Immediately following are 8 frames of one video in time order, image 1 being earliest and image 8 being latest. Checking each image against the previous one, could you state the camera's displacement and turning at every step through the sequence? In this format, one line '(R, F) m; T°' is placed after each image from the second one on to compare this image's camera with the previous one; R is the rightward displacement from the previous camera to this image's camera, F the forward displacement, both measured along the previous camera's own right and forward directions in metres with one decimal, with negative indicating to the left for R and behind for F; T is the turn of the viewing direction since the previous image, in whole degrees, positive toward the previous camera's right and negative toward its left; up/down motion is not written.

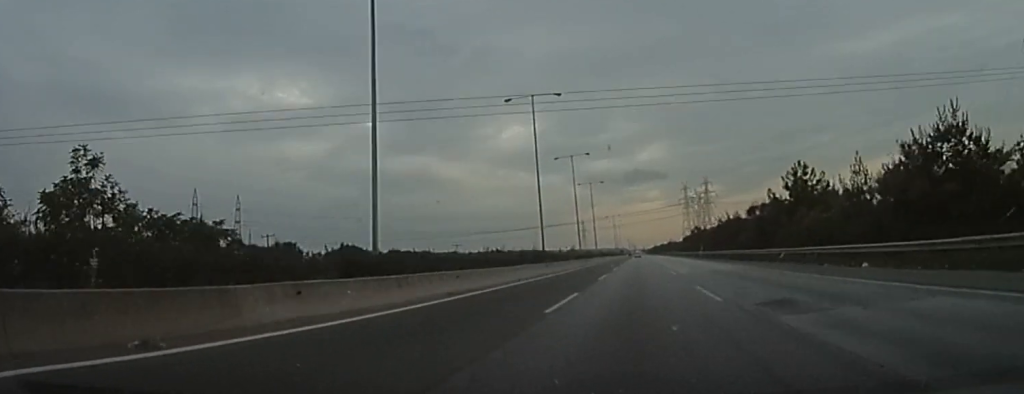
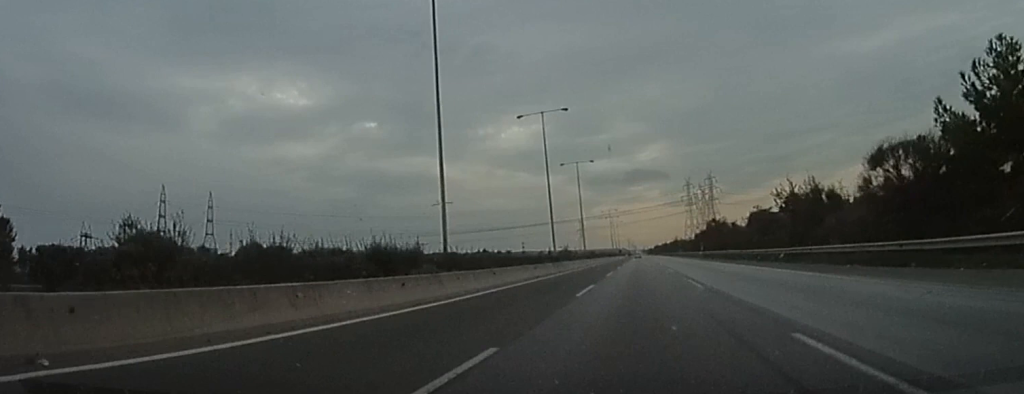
(-0.2, +32.3) m; 0°
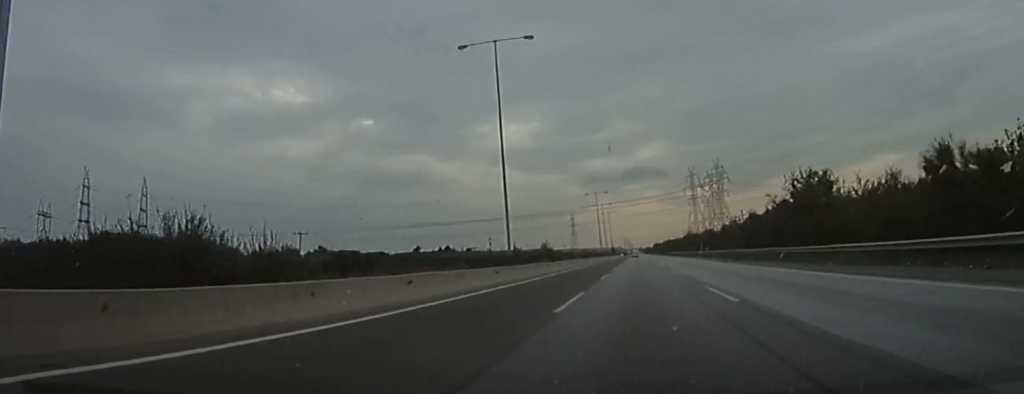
(-0.6, +61.4) m; 0°
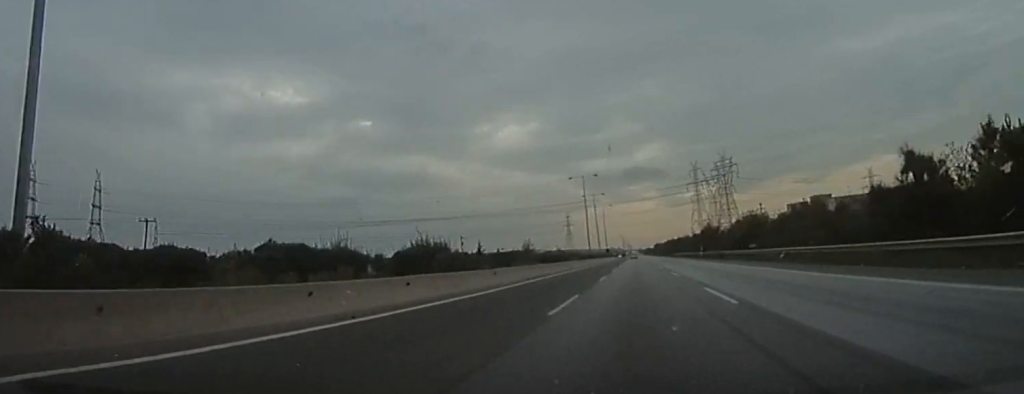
(+0.2, +39.5) m; 0°
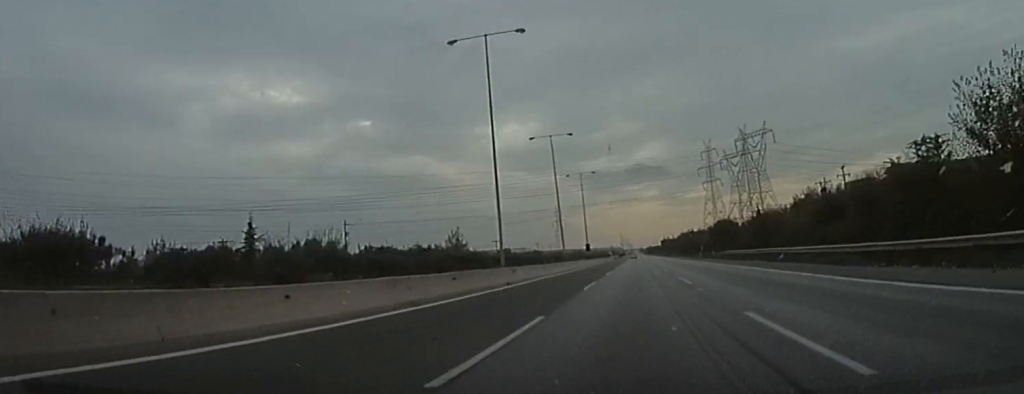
(+0.6, +84.2) m; 0°
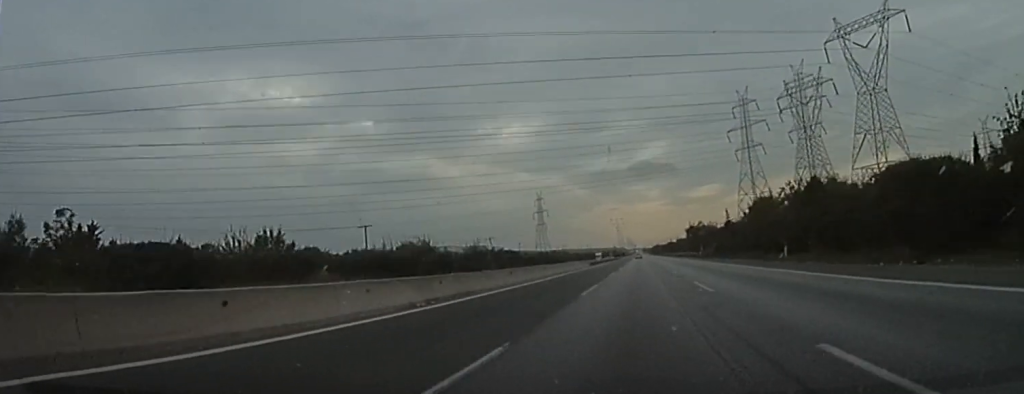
(-0.7, +113.1) m; +1°
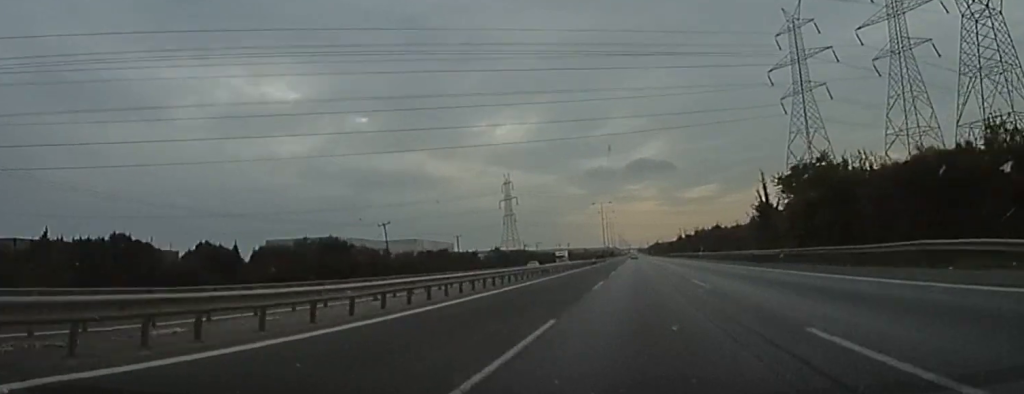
(+1.0, +87.4) m; 0°
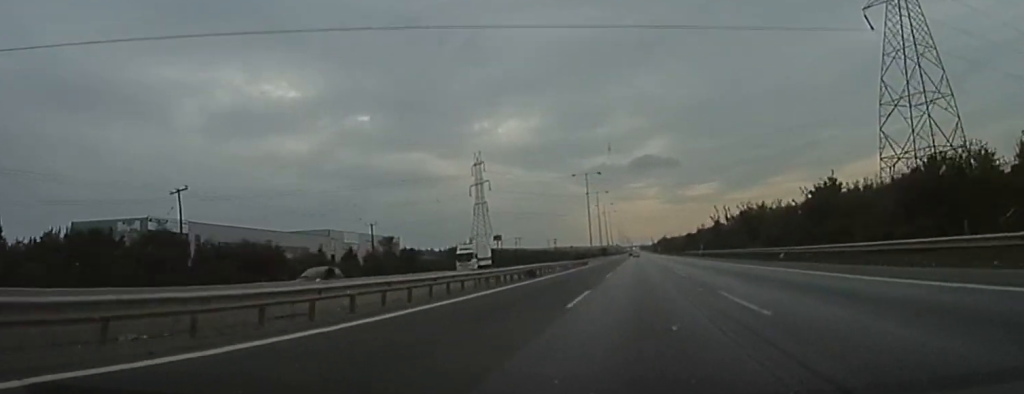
(-1.0, +61.6) m; 0°
